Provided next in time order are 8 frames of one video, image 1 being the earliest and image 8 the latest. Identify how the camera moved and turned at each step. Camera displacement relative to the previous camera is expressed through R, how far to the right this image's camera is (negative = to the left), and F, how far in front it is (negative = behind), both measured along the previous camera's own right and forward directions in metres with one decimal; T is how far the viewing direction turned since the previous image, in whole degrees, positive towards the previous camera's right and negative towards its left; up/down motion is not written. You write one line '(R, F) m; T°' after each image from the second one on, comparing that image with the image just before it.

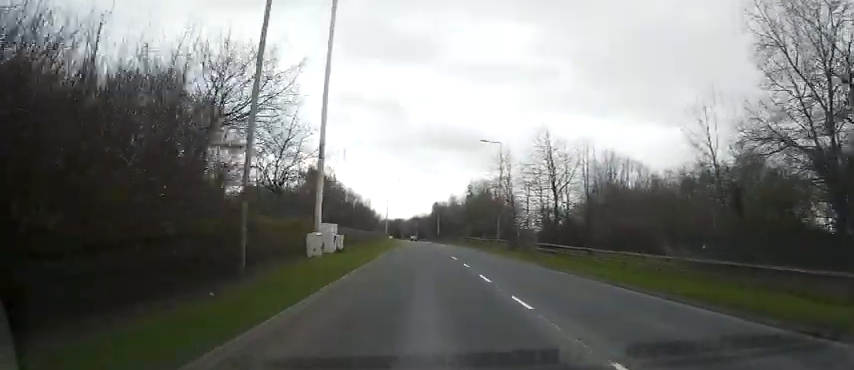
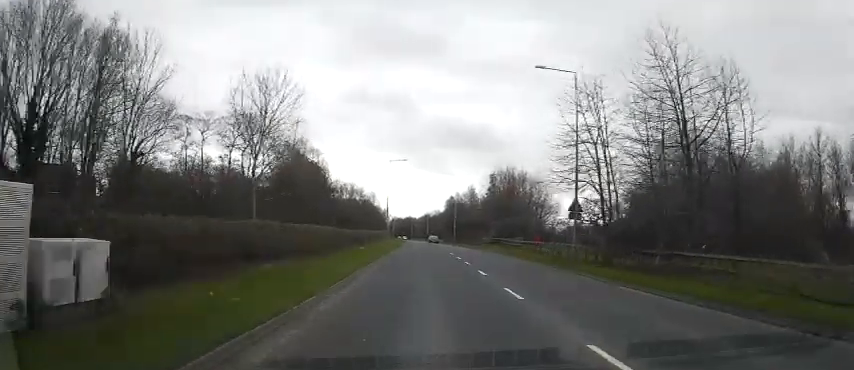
(-0.3, +22.3) m; -1°
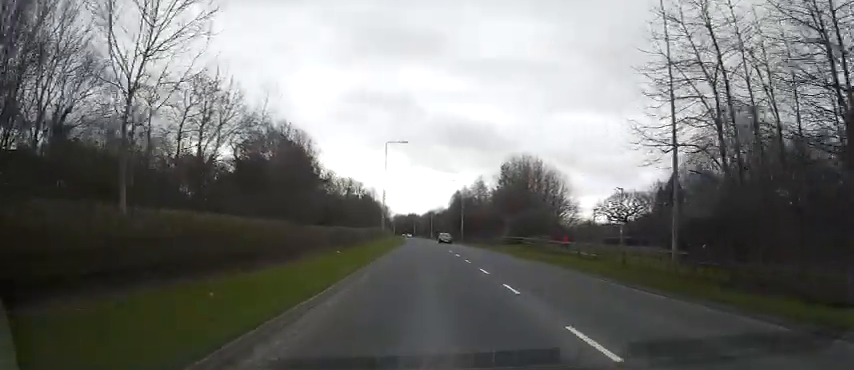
(-0.1, +11.0) m; 0°
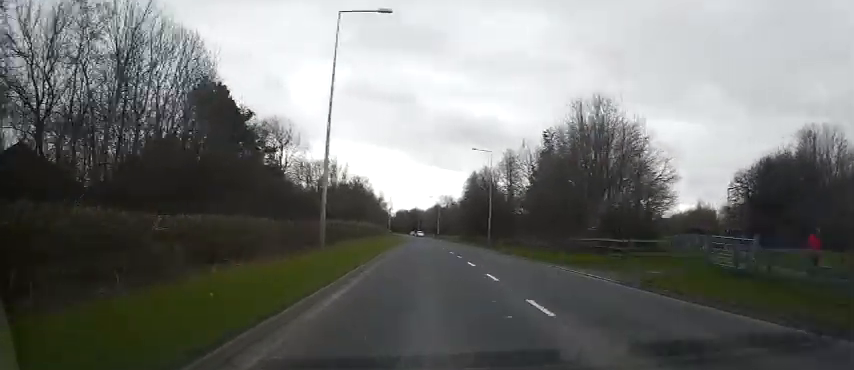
(-0.1, +32.1) m; 0°
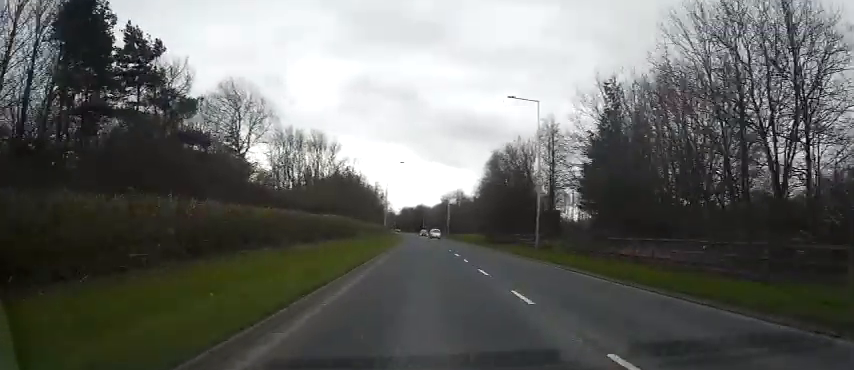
(-0.1, +21.4) m; -1°
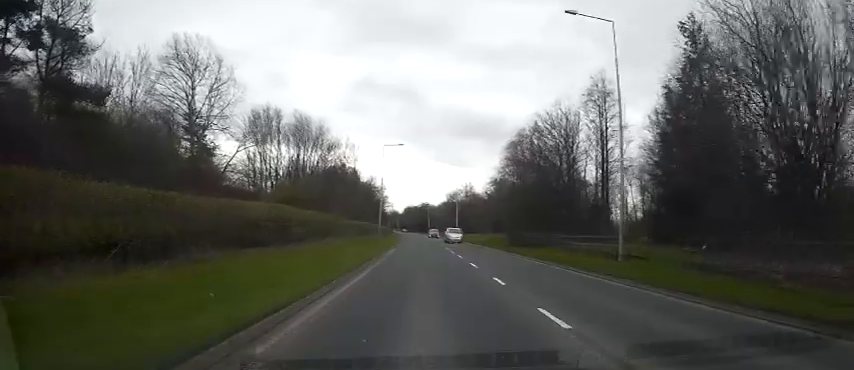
(-0.1, +14.5) m; -1°
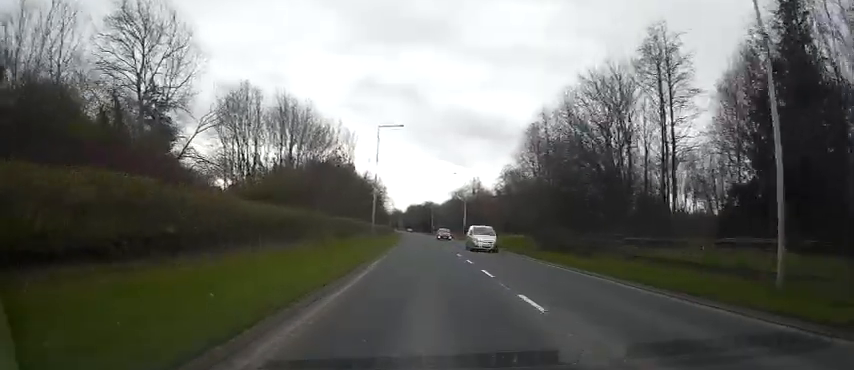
(0.0, +9.7) m; 0°
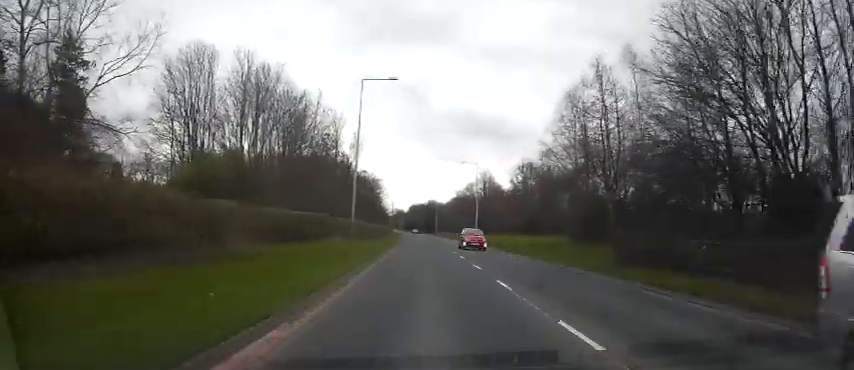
(-0.1, +14.5) m; 0°
